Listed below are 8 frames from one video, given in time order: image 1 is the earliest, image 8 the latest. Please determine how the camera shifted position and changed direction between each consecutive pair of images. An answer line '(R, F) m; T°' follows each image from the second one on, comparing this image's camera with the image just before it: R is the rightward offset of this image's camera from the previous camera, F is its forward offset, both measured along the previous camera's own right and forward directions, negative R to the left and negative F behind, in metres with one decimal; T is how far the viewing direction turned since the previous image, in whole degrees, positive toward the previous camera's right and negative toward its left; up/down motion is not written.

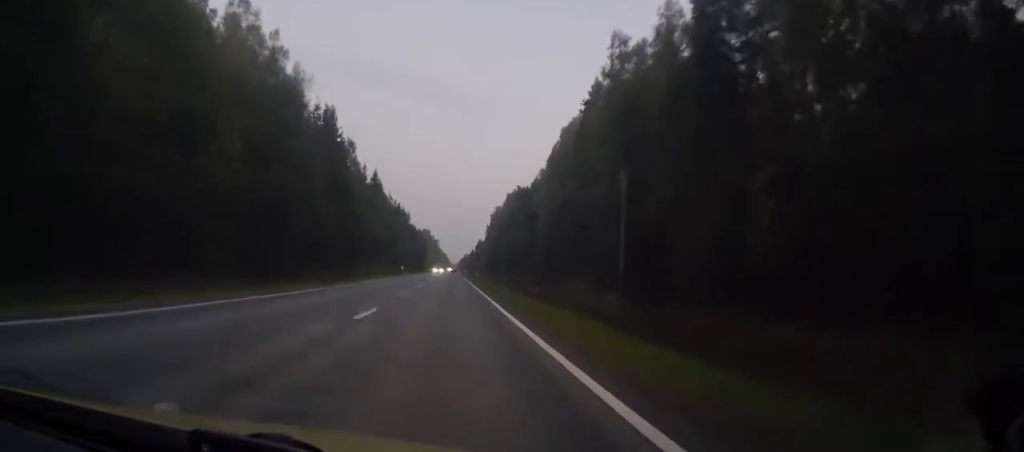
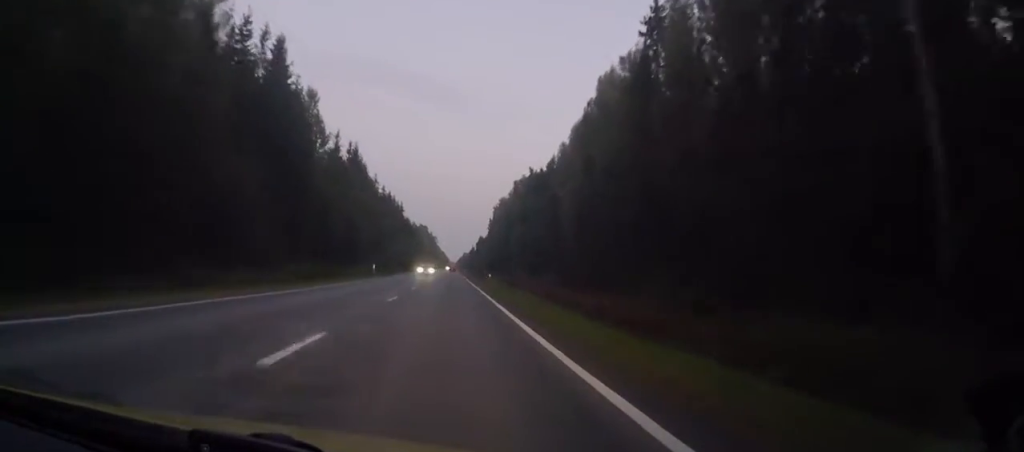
(+0.1, +30.4) m; 0°
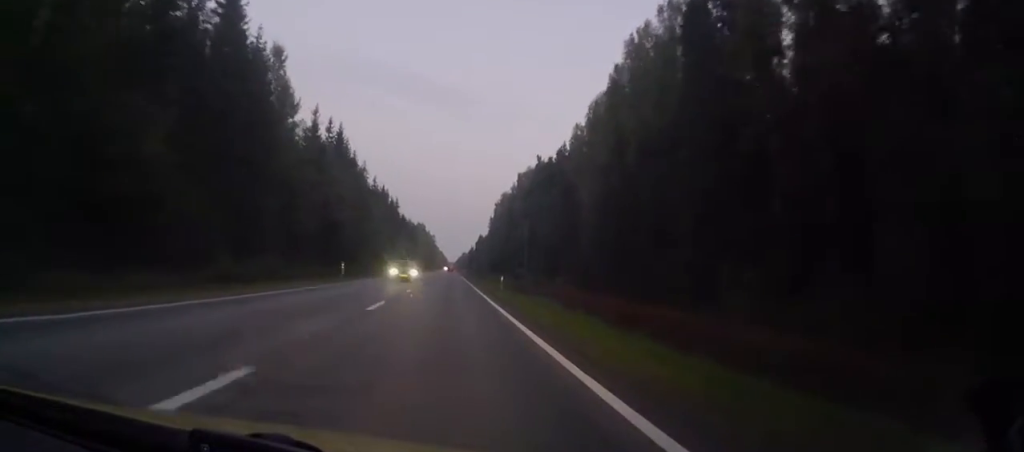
(0.0, +15.7) m; 0°
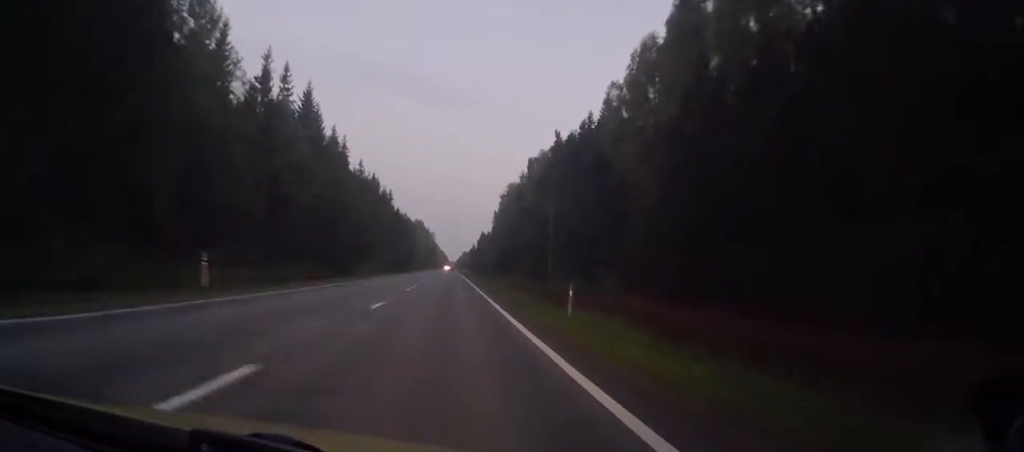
(0.0, +24.0) m; 0°
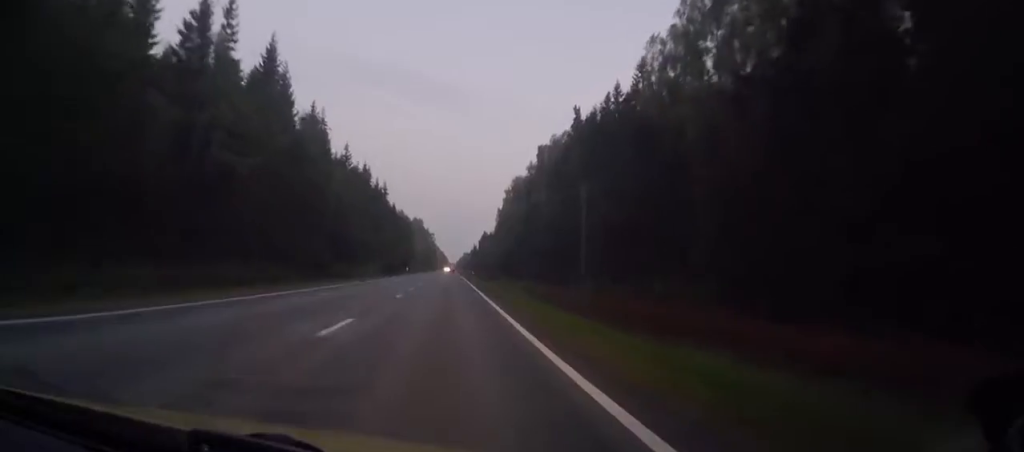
(0.0, +17.5) m; 0°
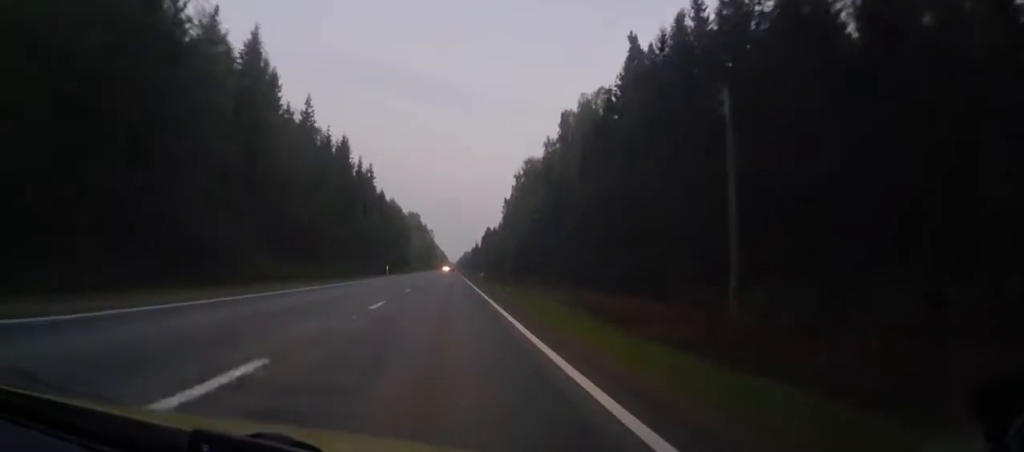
(0.0, +30.3) m; 0°
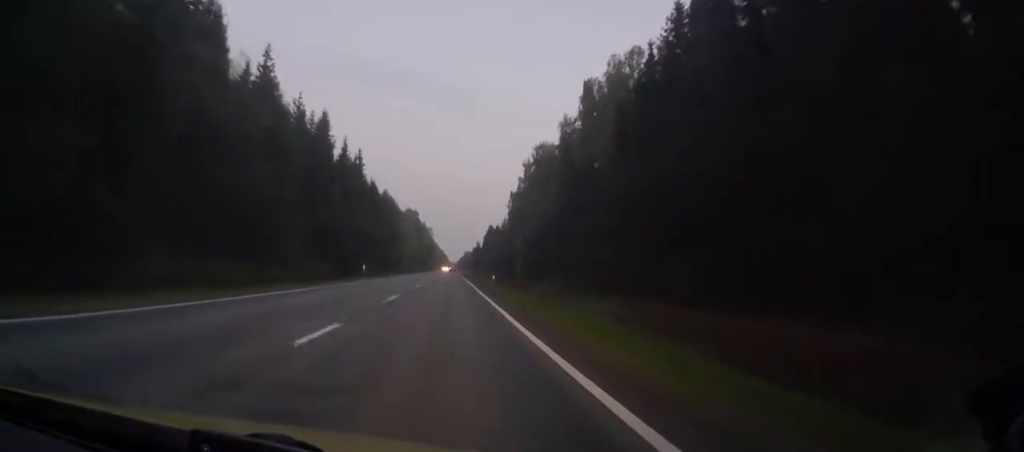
(+0.1, +19.3) m; 0°
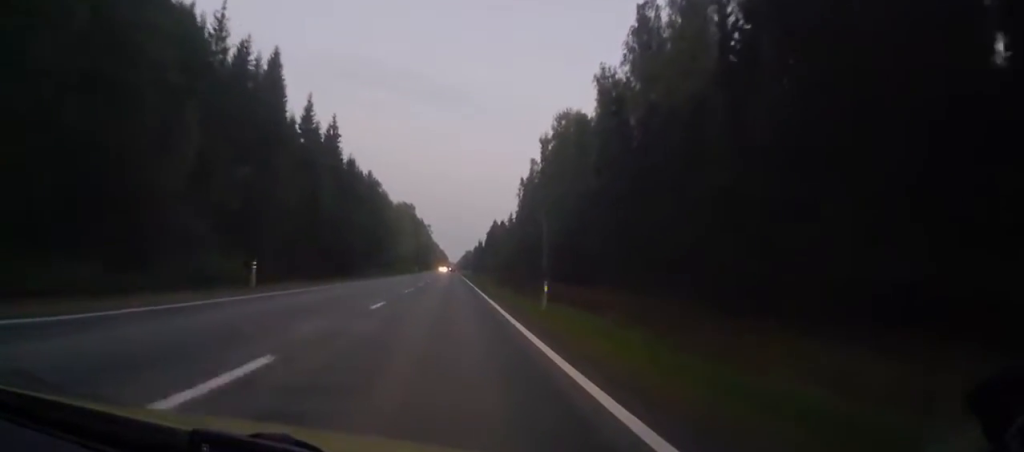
(-0.2, +28.4) m; -1°
